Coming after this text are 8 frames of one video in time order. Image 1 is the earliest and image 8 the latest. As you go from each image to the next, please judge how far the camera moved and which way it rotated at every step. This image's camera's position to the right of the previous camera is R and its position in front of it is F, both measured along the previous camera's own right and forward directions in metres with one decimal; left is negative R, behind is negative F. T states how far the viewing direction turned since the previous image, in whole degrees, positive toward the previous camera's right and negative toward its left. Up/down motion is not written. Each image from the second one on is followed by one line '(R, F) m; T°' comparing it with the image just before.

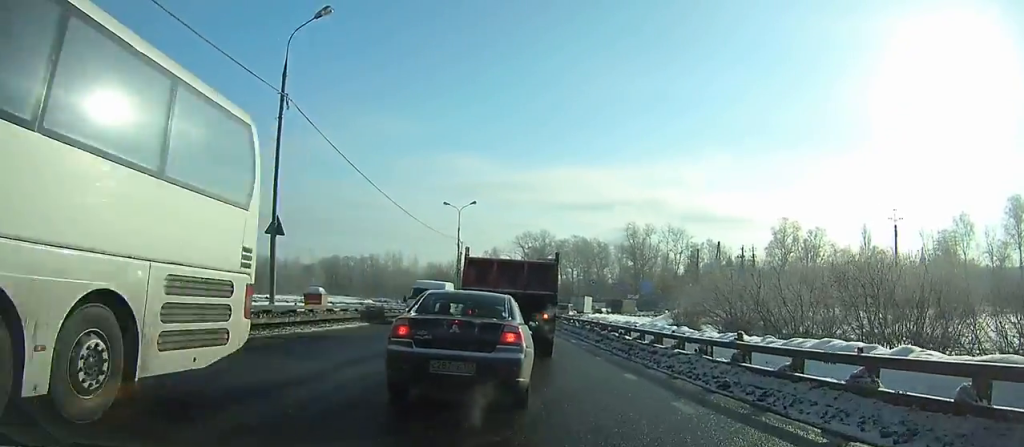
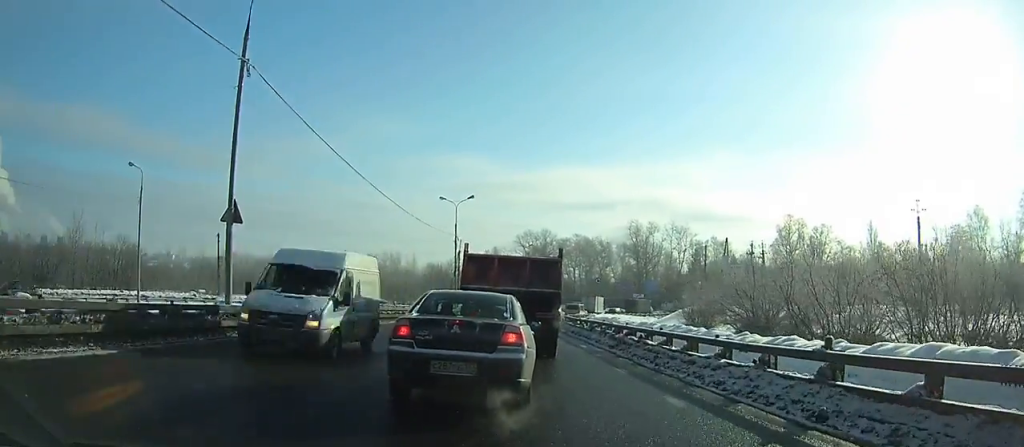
(0.0, +2.8) m; 0°
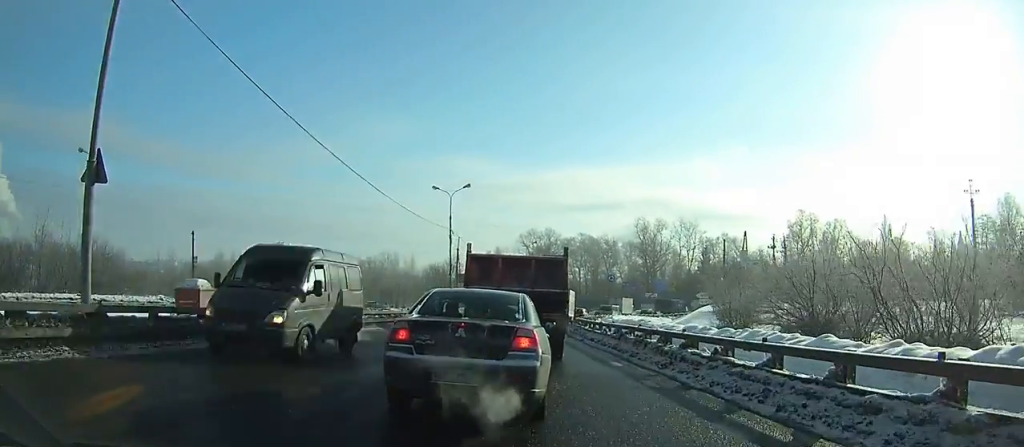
(-0.1, +6.6) m; 0°
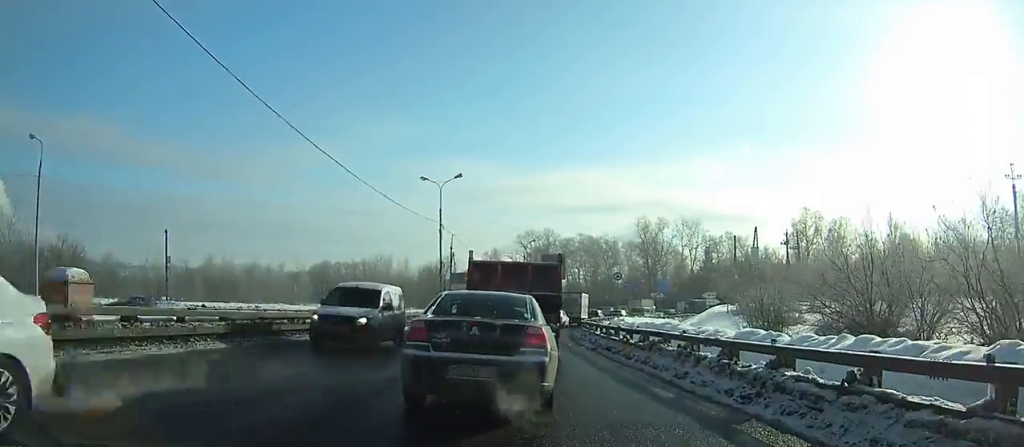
(0.0, +5.8) m; 0°
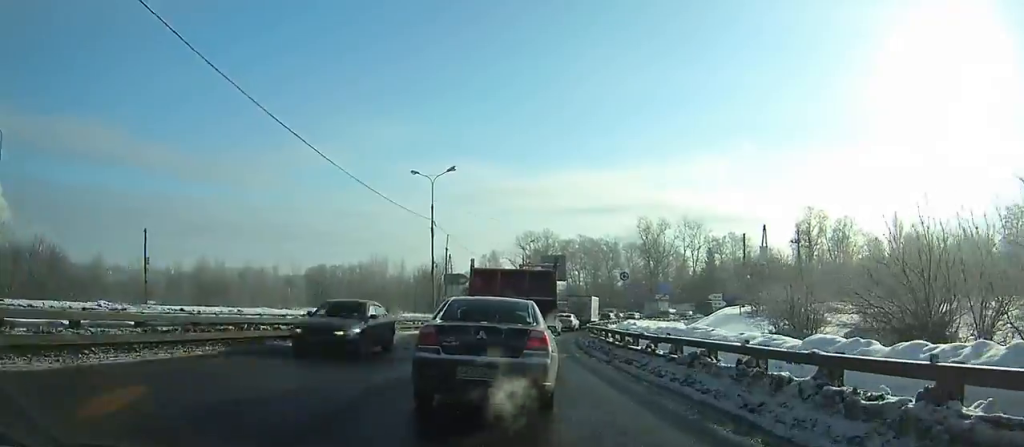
(0.0, +3.9) m; 0°
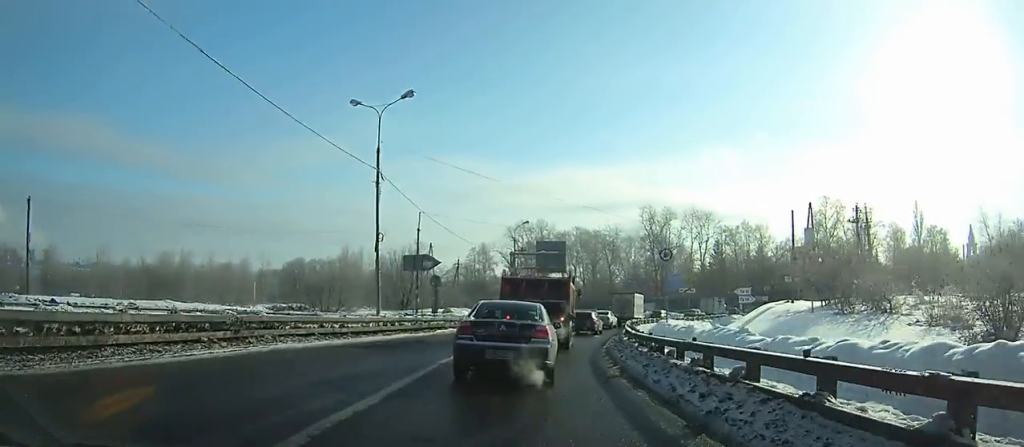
(0.0, +15.7) m; +1°
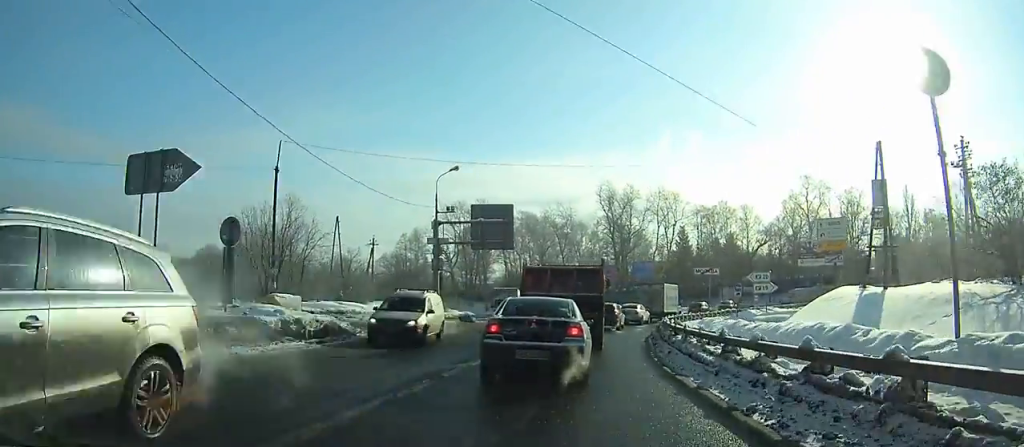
(+1.0, +20.7) m; +6°
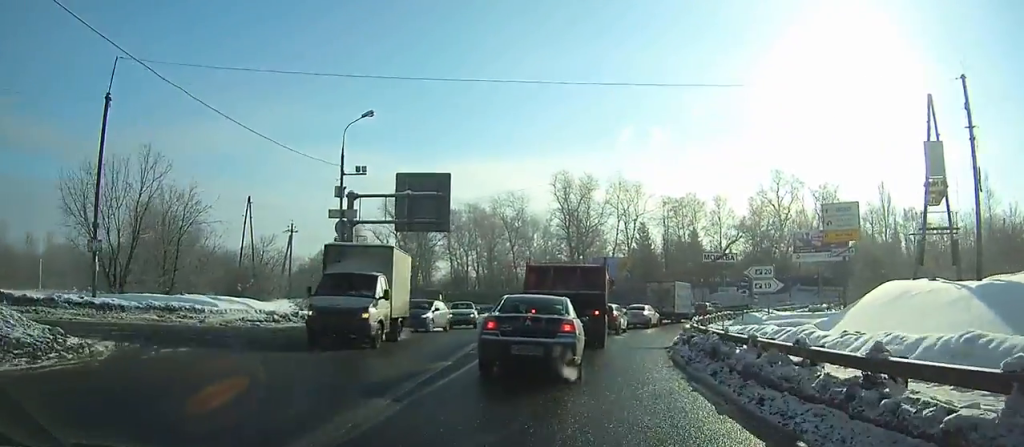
(+0.5, +12.0) m; +4°
